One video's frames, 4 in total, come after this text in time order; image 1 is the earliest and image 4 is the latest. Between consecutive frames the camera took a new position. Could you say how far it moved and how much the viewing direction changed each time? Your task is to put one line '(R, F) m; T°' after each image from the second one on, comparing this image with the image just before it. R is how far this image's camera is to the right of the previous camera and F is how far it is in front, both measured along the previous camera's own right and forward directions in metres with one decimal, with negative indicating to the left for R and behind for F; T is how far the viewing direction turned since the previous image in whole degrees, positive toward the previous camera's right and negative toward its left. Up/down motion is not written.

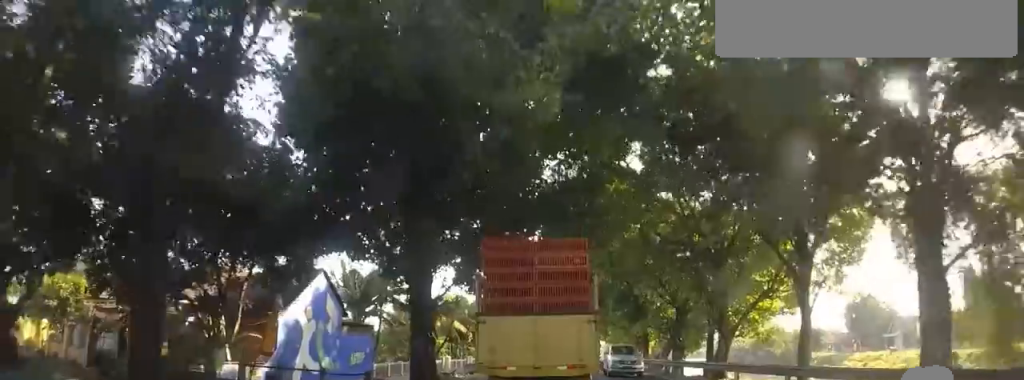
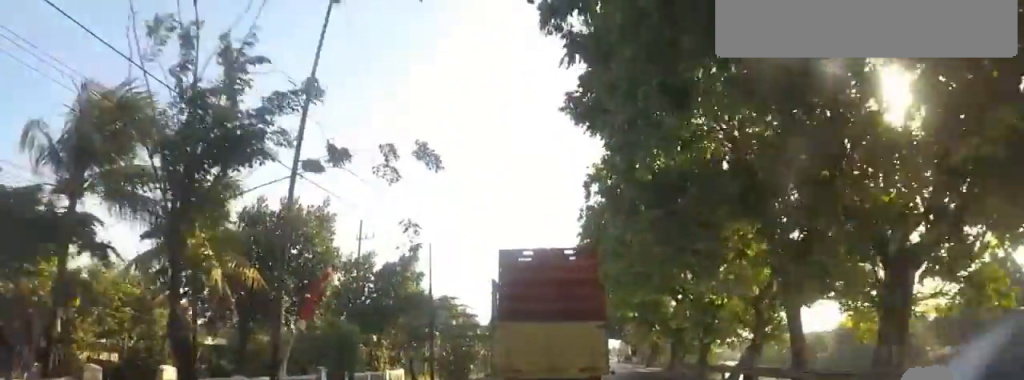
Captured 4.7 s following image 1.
(-2.5, +35.8) m; 0°
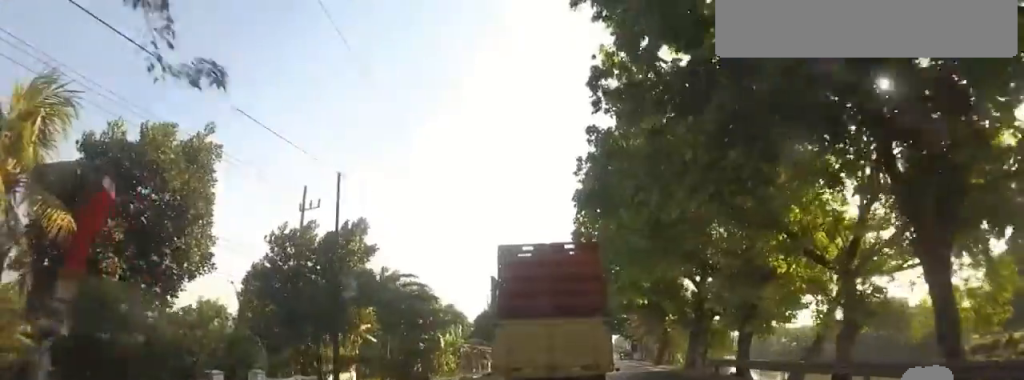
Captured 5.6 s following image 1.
(-0.4, +7.3) m; -4°
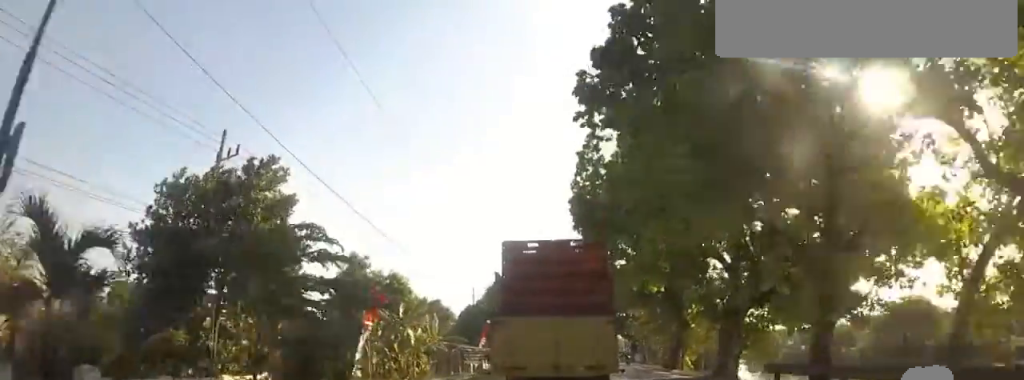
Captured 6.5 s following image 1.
(-0.2, +7.4) m; +1°
